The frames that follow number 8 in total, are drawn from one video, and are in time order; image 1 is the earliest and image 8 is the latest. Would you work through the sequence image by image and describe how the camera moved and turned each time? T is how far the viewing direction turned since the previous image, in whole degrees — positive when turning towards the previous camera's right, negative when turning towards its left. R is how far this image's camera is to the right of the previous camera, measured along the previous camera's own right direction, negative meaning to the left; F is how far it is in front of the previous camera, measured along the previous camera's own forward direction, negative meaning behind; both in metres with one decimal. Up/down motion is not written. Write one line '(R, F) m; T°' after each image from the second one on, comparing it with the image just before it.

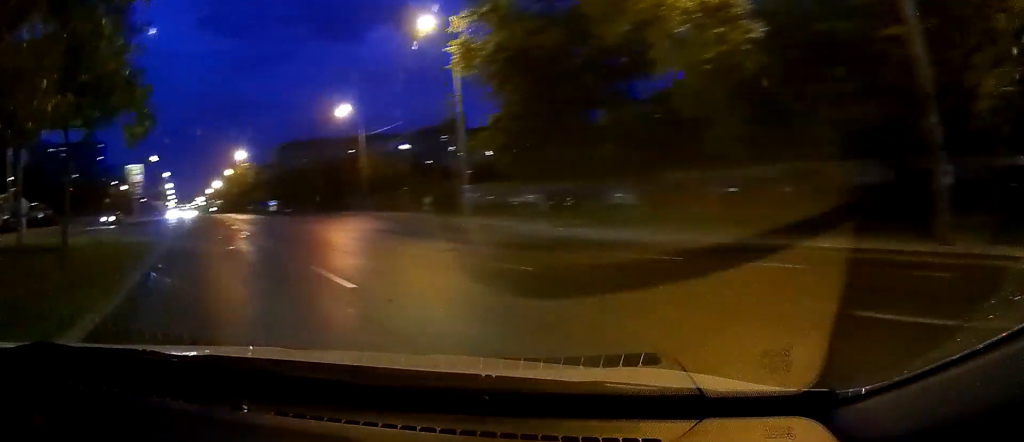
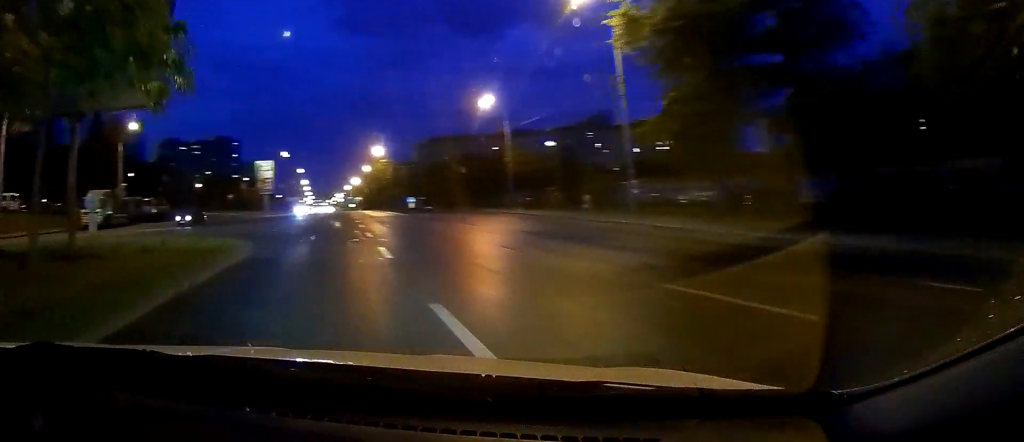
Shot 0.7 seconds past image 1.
(-1.1, +4.1) m; -16°
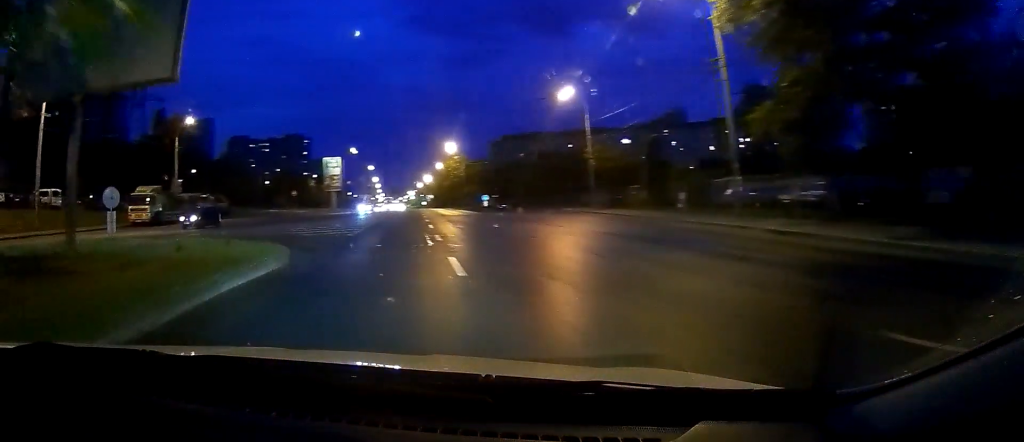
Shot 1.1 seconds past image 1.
(-0.2, +3.1) m; -10°
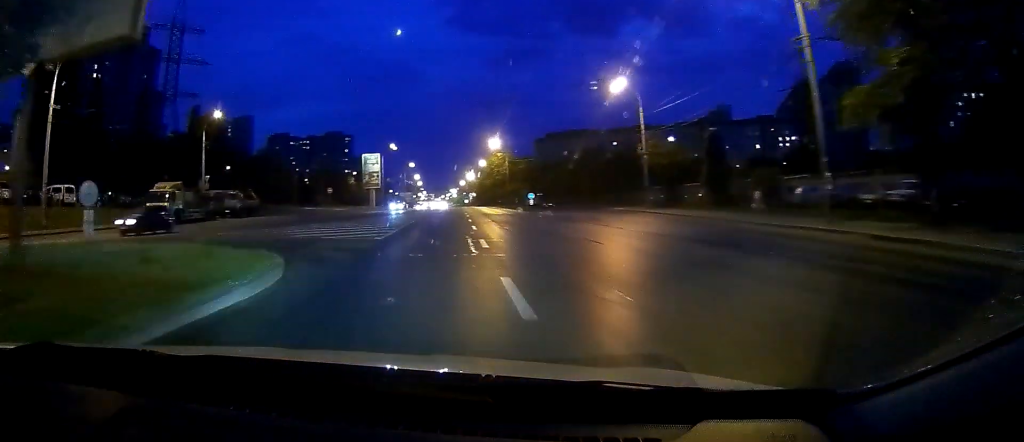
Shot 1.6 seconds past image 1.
(-0.4, +3.5) m; -1°
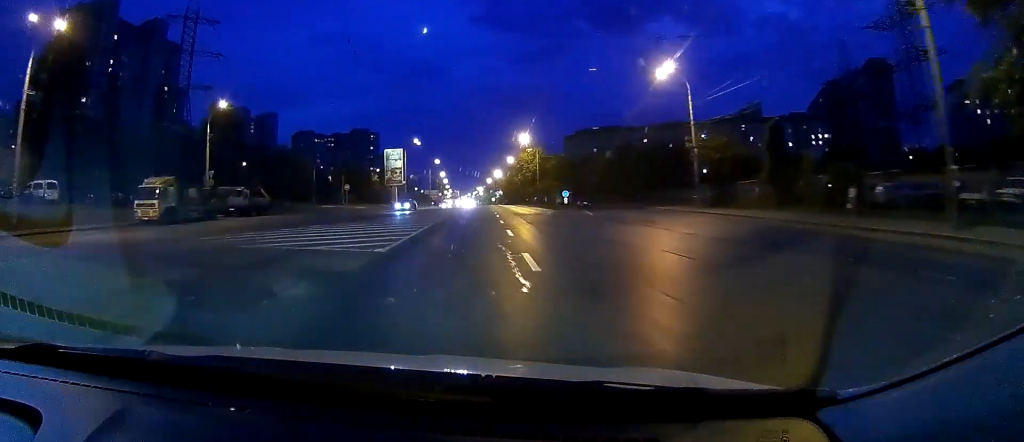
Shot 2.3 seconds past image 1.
(-0.2, +5.1) m; -1°
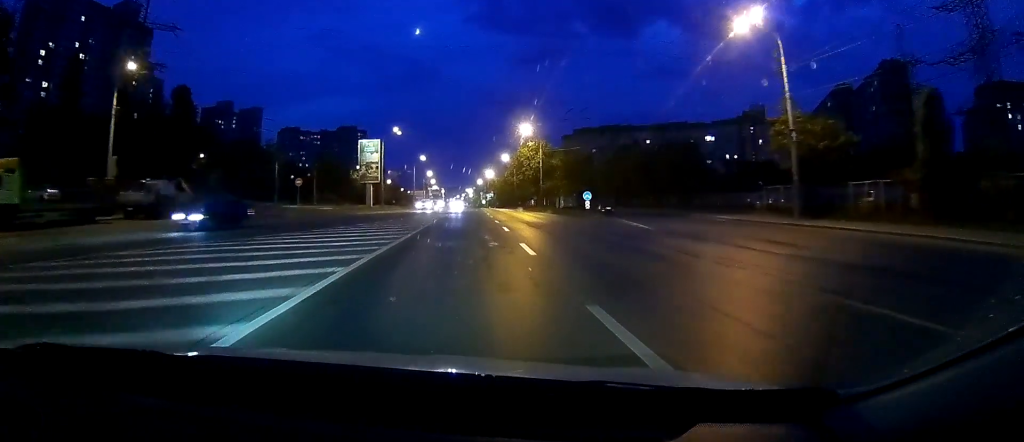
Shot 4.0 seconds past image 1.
(+0.1, +15.1) m; +2°
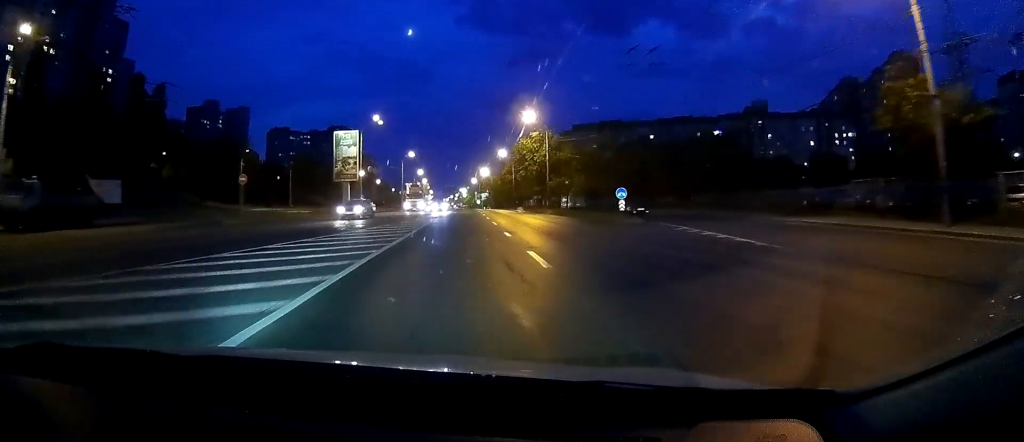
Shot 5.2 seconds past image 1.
(+0.6, +11.5) m; +2°
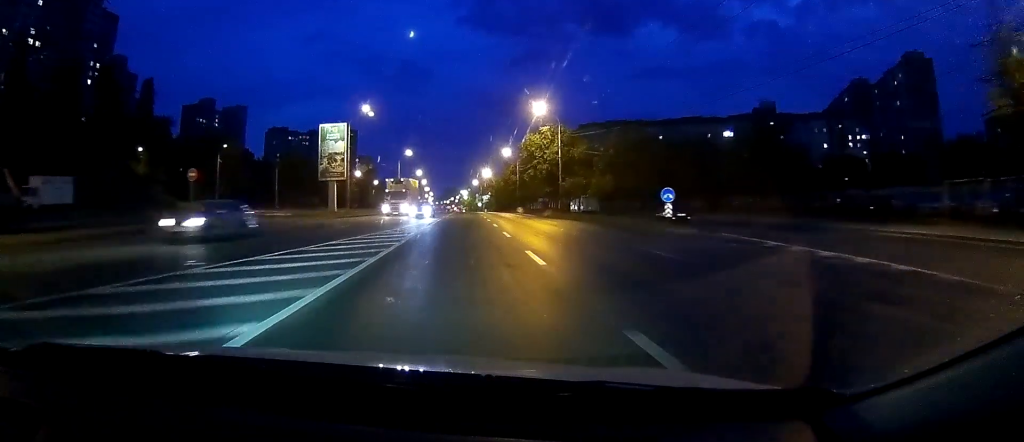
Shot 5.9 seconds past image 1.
(-0.1, +7.7) m; -1°
